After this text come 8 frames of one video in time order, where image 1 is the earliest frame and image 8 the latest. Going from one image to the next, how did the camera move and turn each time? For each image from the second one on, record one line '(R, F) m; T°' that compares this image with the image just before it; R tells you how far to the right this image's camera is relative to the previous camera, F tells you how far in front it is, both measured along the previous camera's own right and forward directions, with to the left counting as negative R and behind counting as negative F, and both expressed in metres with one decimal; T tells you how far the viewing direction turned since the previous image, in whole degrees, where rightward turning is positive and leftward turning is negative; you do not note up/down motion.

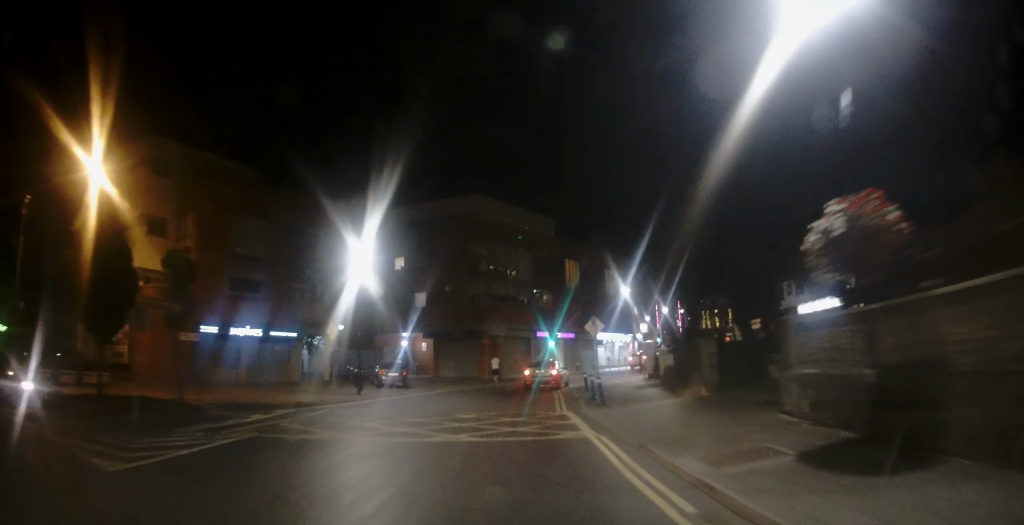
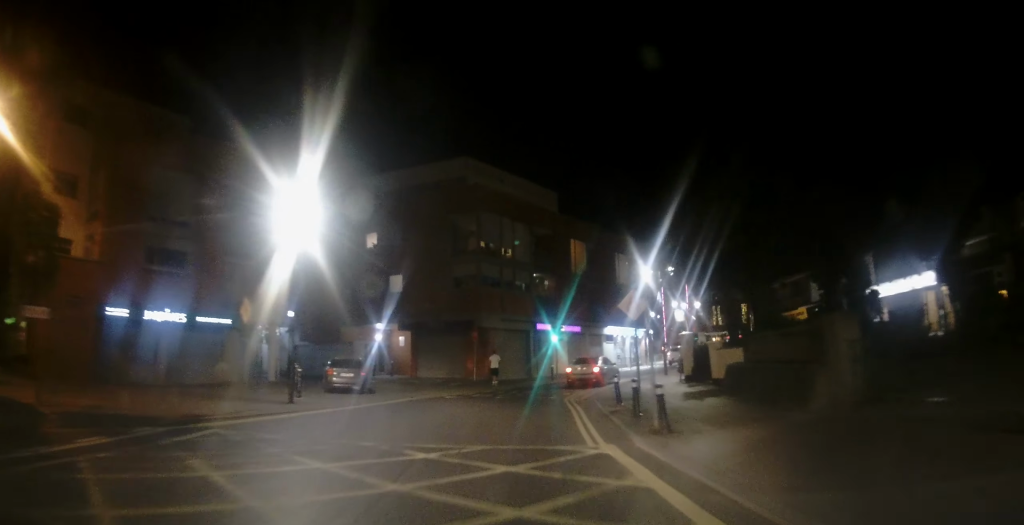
(0.0, +8.3) m; +1°
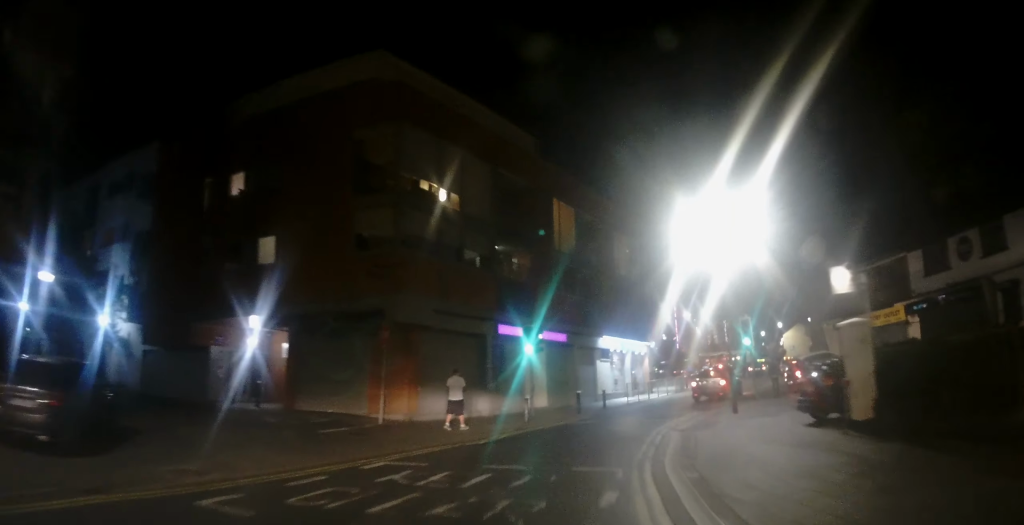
(+0.5, +16.0) m; +6°
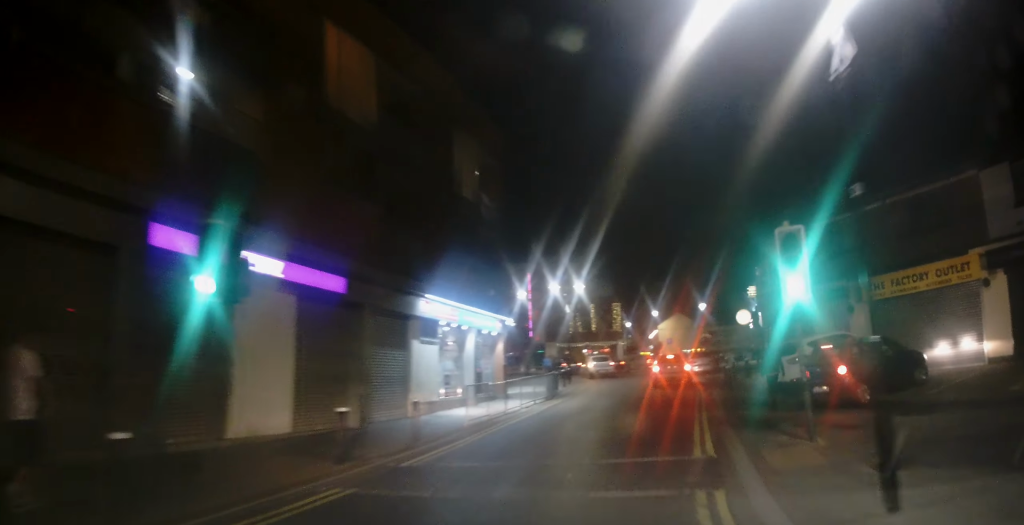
(+1.6, +15.2) m; +14°
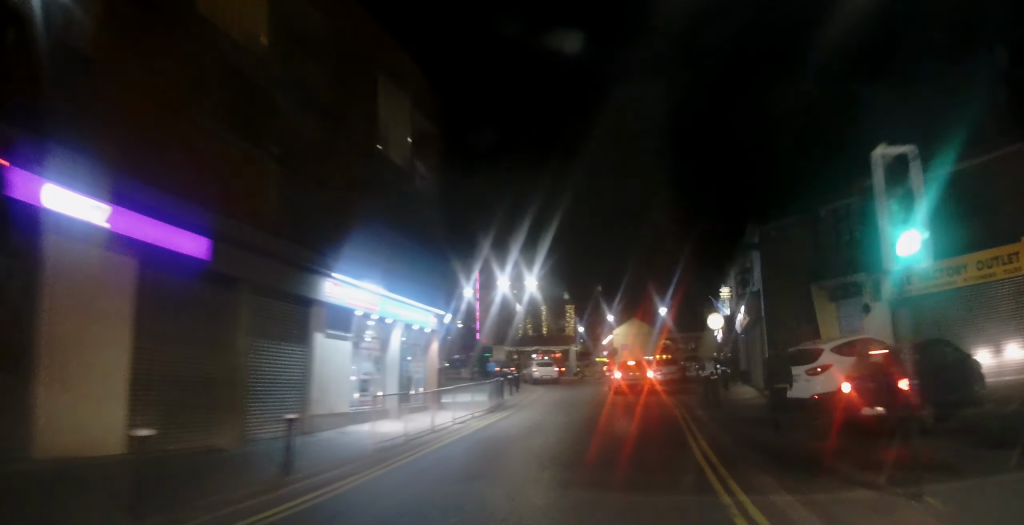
(+0.1, +4.2) m; +4°
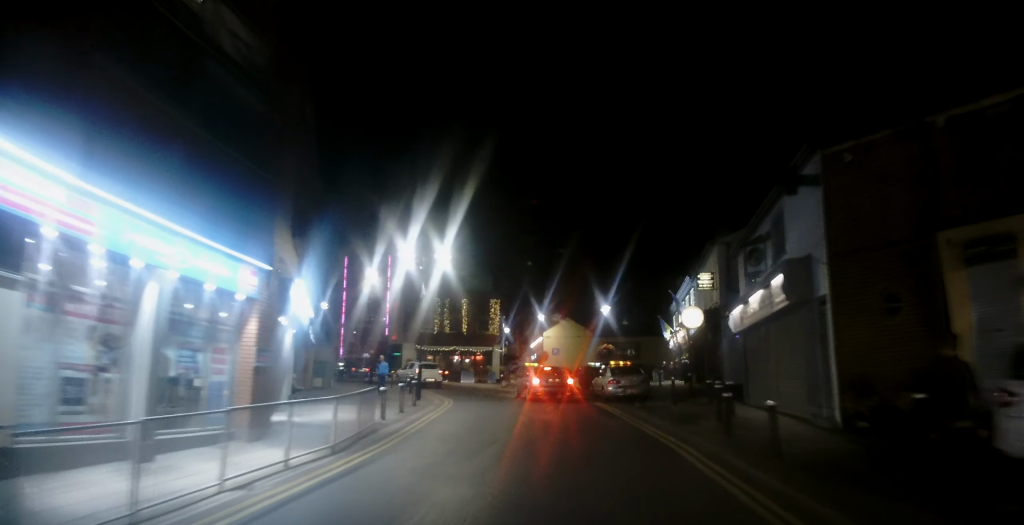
(+0.9, +9.4) m; +7°
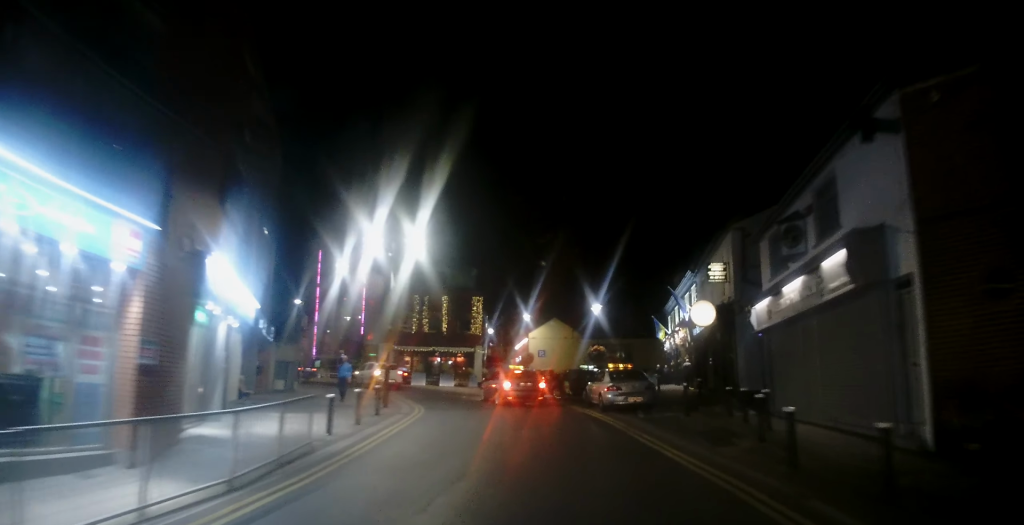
(-0.1, +3.6) m; +2°
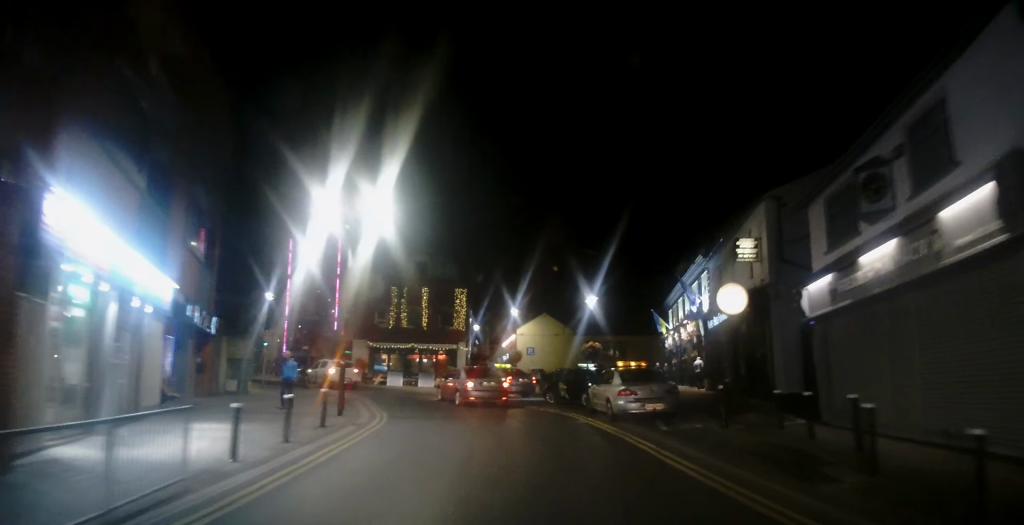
(+0.2, +4.1) m; +1°
